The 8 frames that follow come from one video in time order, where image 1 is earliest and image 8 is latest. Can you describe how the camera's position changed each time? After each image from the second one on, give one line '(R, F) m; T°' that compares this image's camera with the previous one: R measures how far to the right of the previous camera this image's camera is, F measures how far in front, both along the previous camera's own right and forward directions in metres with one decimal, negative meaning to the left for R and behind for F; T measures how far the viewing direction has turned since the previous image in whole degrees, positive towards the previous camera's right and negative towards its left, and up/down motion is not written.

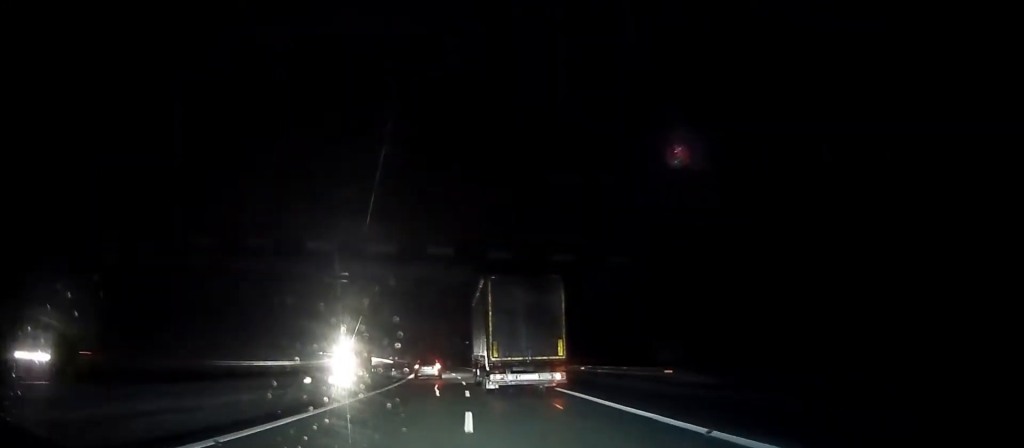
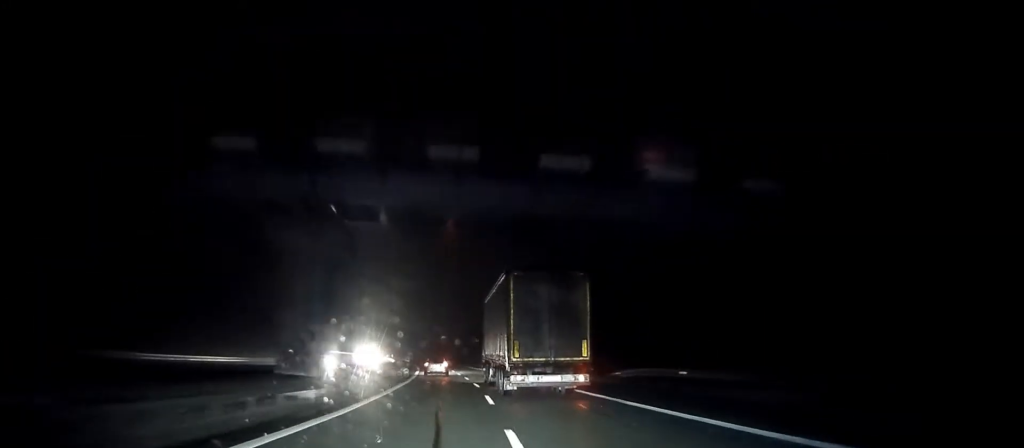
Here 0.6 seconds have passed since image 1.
(-0.2, +15.9) m; -1°
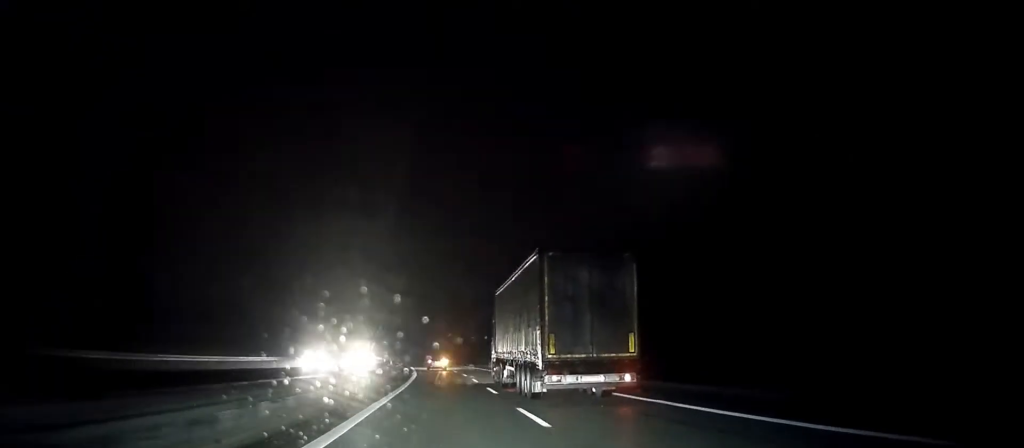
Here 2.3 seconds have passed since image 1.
(-1.0, +41.1) m; -2°
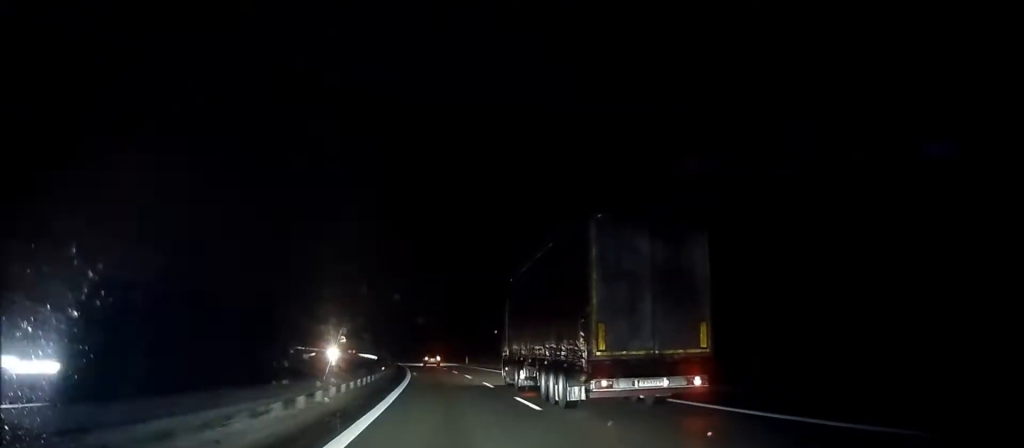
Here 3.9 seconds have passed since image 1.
(-0.5, +41.7) m; -2°
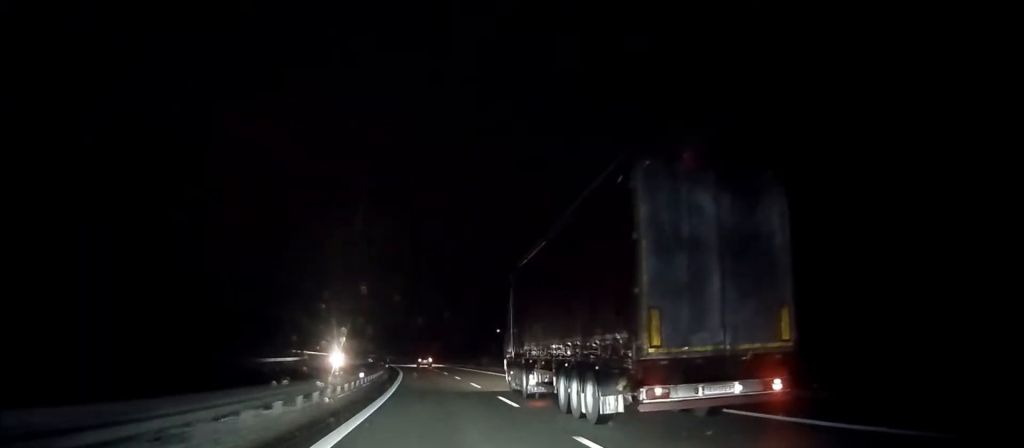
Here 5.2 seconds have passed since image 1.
(-0.4, +32.8) m; -2°
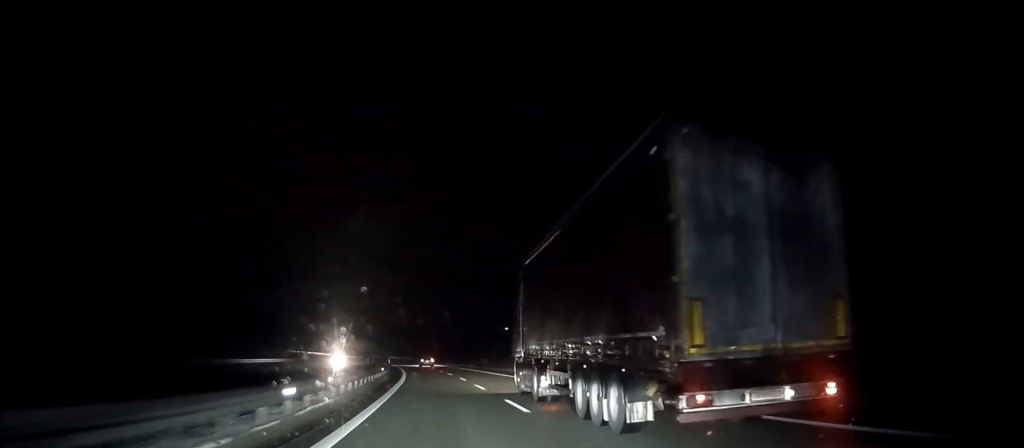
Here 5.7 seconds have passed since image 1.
(-0.2, +13.1) m; -1°
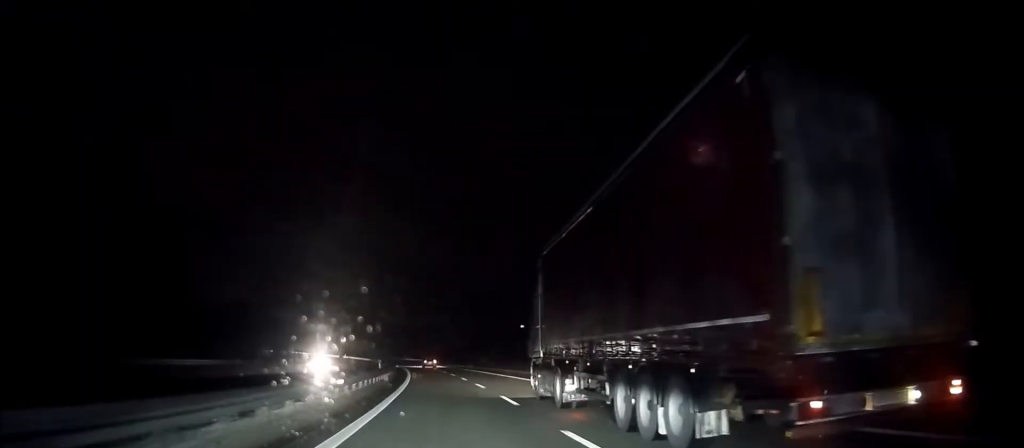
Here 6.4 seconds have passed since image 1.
(-0.3, +20.1) m; -2°
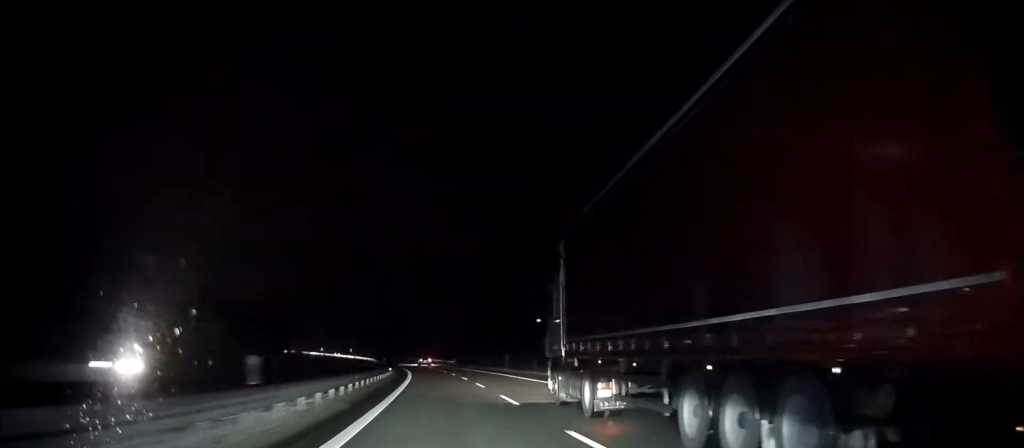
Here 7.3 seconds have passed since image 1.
(-0.2, +23.0) m; -1°
